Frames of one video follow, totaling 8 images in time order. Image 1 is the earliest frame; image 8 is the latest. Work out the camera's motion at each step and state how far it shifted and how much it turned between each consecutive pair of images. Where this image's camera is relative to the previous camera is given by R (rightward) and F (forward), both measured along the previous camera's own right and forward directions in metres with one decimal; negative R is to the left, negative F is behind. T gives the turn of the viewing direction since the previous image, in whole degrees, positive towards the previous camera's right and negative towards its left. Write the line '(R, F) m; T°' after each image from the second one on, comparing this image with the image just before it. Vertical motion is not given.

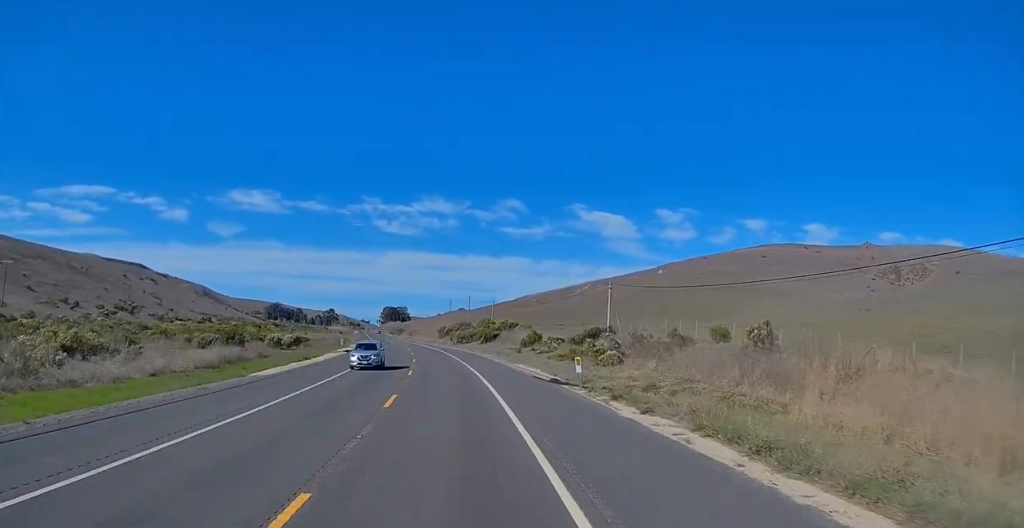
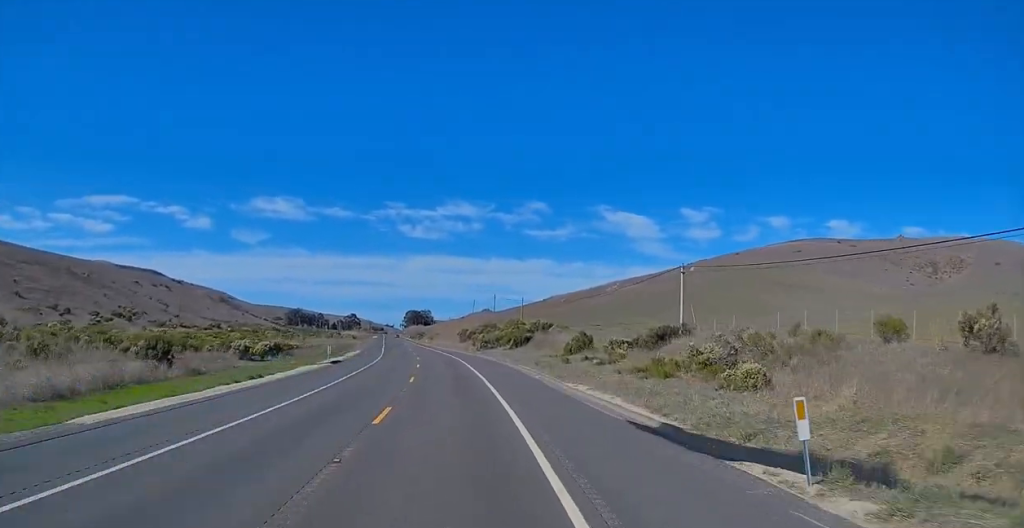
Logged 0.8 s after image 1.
(0.0, +16.6) m; -2°
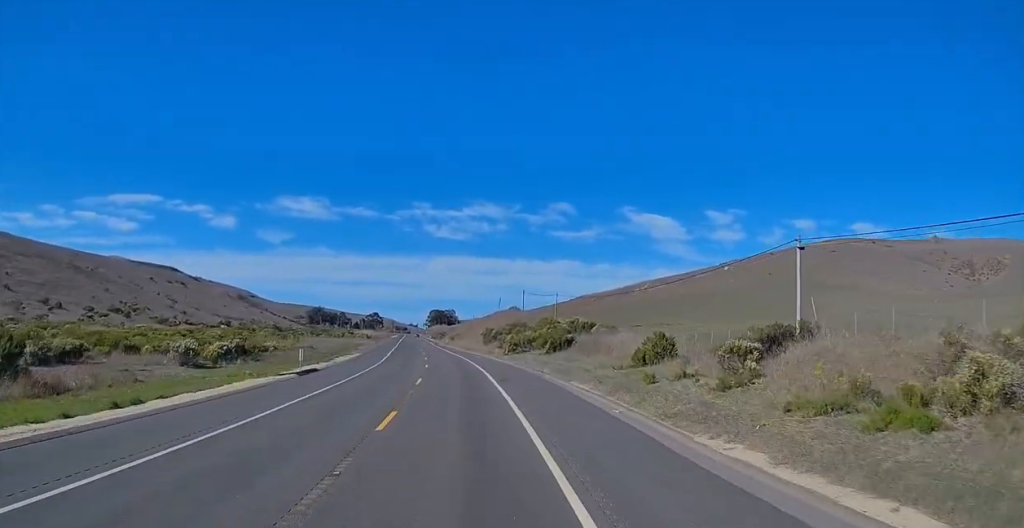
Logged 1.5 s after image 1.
(-0.5, +16.0) m; -2°
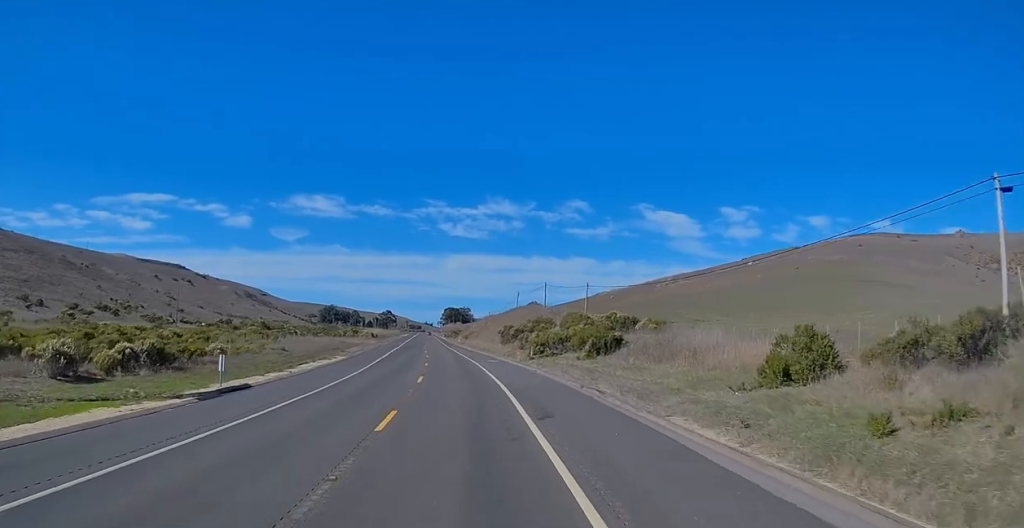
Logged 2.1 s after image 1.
(-0.2, +15.4) m; -2°
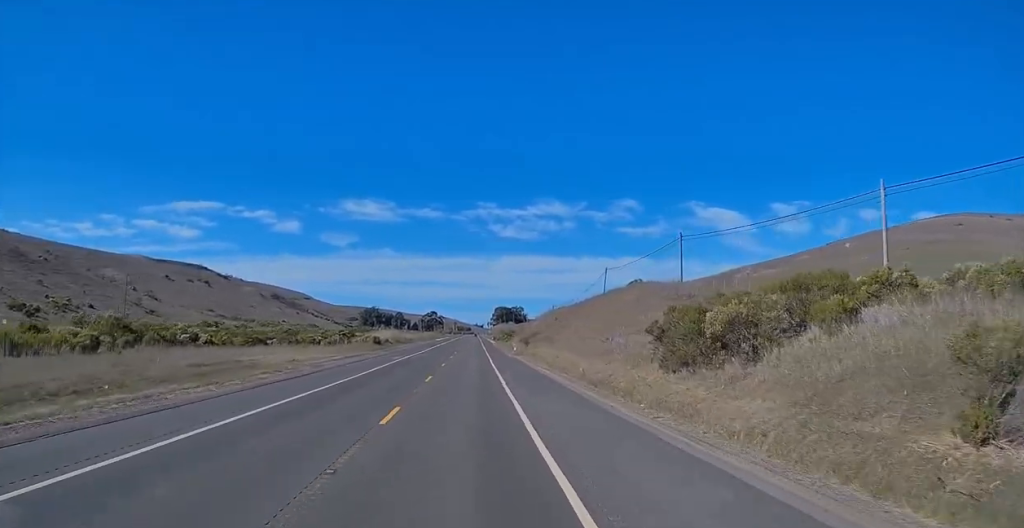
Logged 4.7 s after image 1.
(-2.5, +58.6) m; -5°
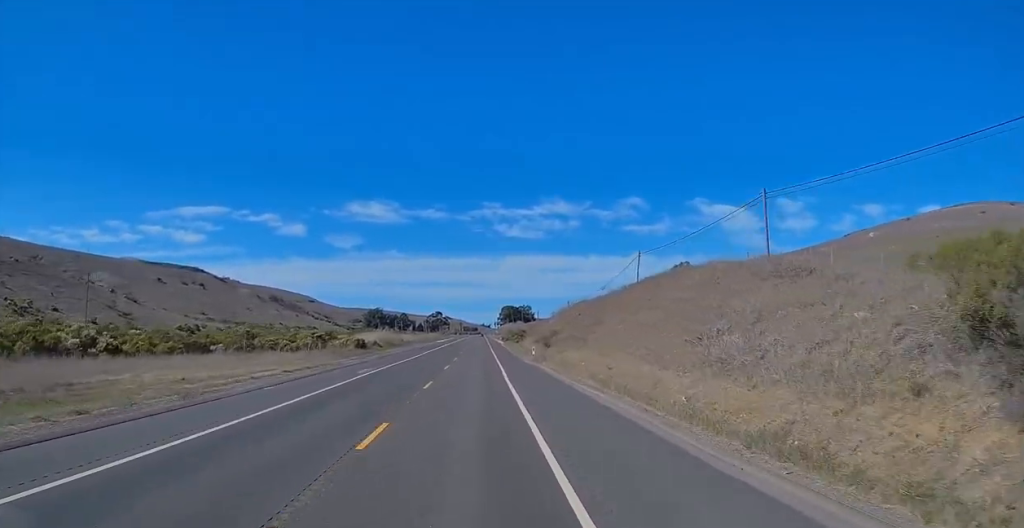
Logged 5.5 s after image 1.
(-0.4, +17.3) m; -1°
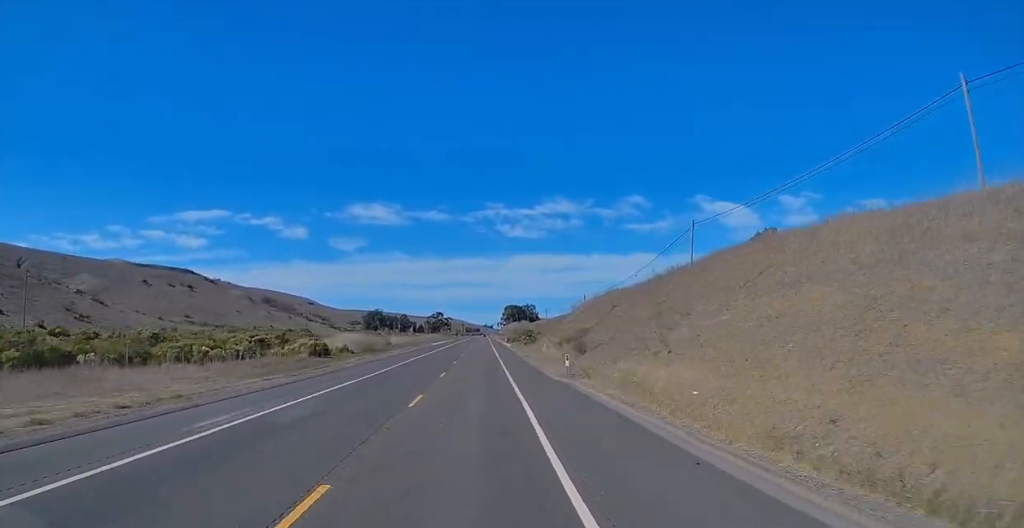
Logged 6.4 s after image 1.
(0.0, +20.3) m; 0°
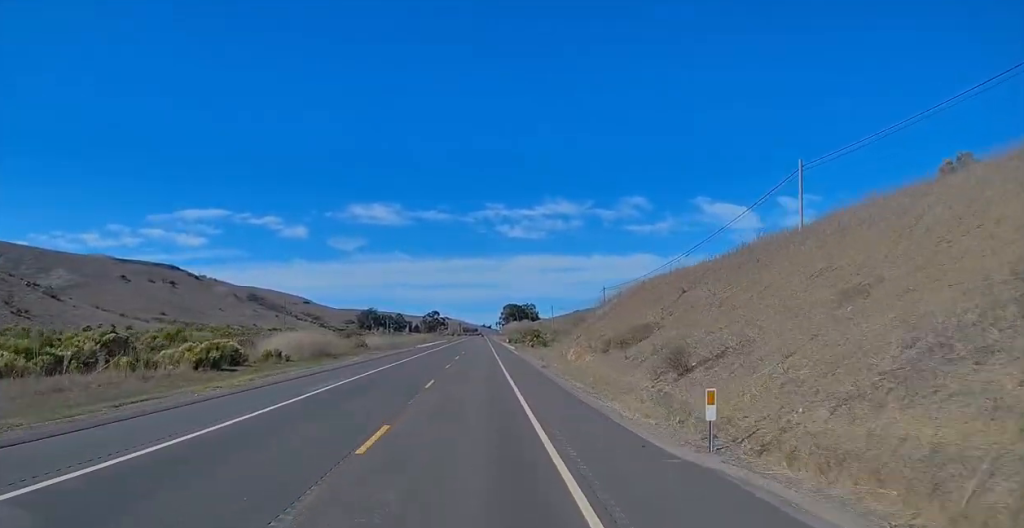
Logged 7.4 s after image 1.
(0.0, +22.9) m; 0°
